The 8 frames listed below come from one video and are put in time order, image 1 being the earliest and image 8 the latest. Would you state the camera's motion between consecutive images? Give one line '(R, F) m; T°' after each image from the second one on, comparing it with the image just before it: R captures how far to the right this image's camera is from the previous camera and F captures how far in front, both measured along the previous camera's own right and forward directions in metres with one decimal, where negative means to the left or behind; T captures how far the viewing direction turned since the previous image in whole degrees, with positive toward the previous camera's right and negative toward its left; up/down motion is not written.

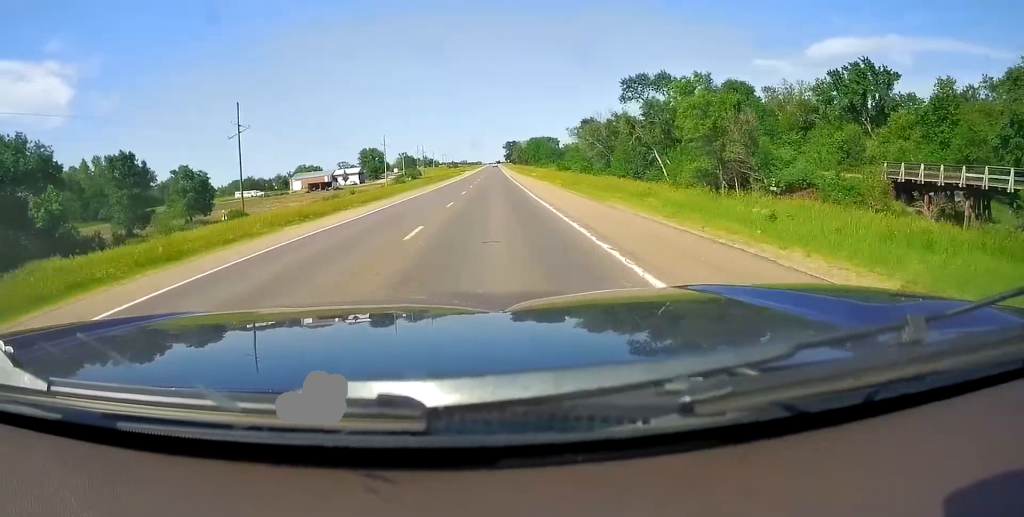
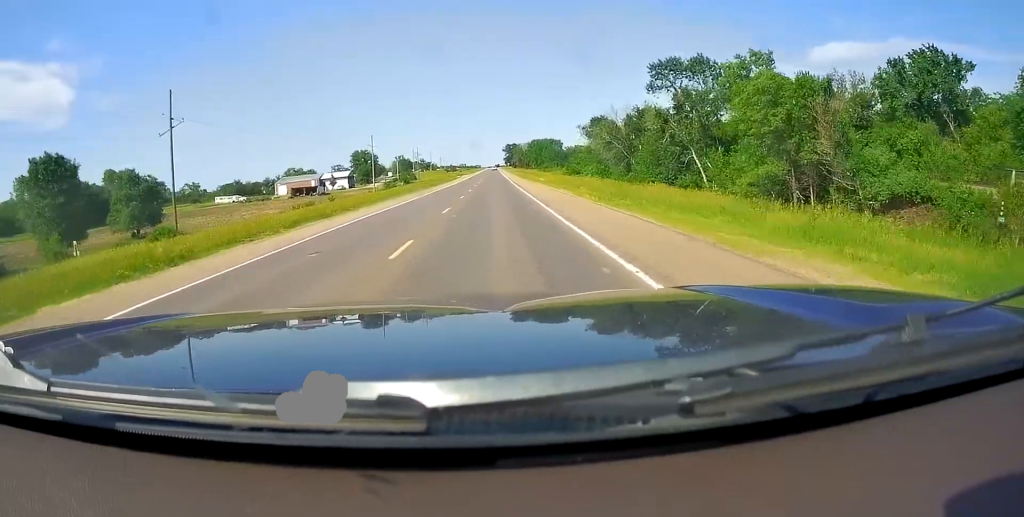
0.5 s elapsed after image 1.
(+0.6, +14.4) m; 0°
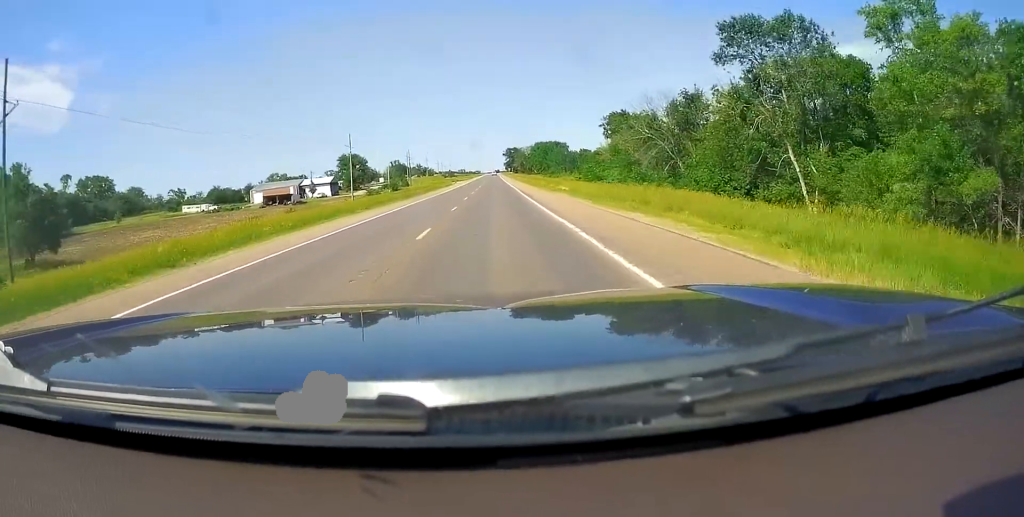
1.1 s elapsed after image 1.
(-0.2, +20.4) m; -1°
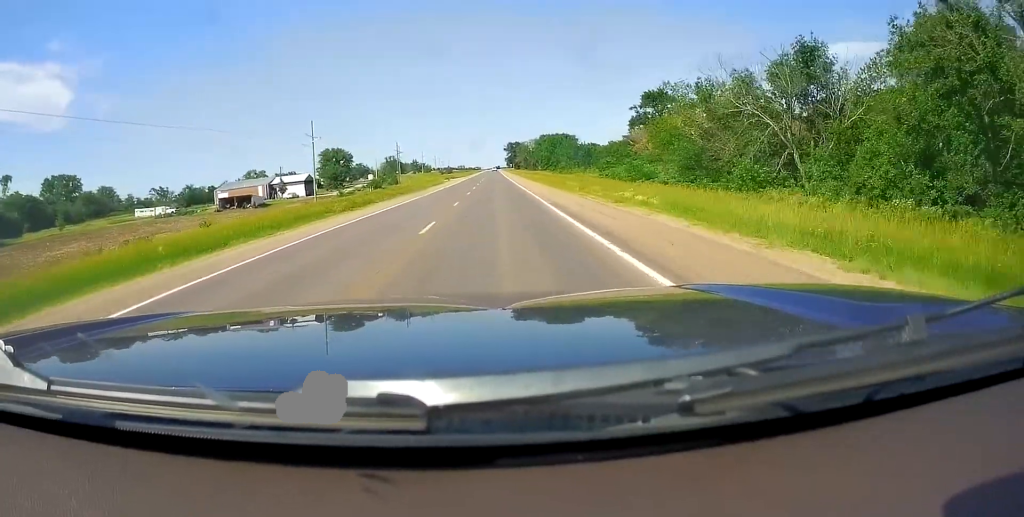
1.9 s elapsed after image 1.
(-0.8, +24.0) m; -1°
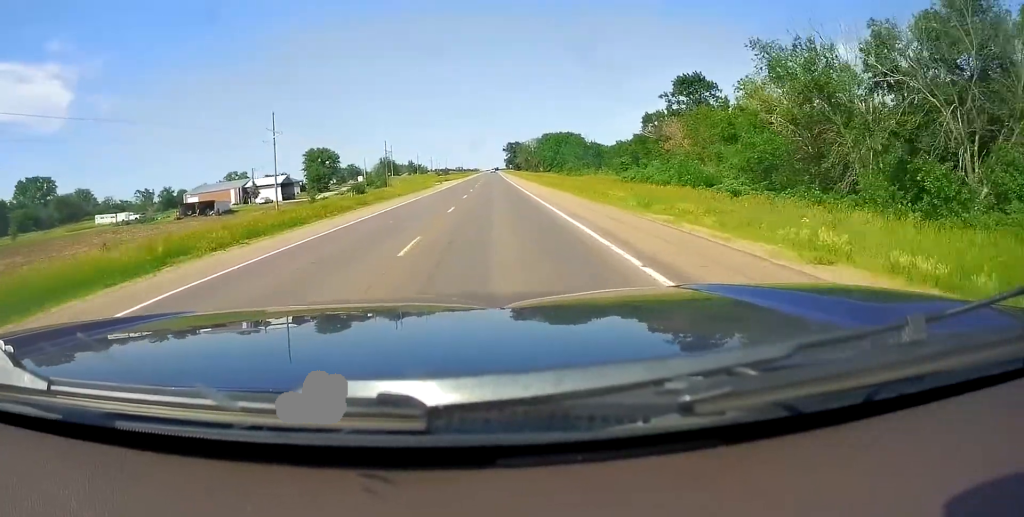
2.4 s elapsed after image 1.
(+0.5, +15.8) m; +1°
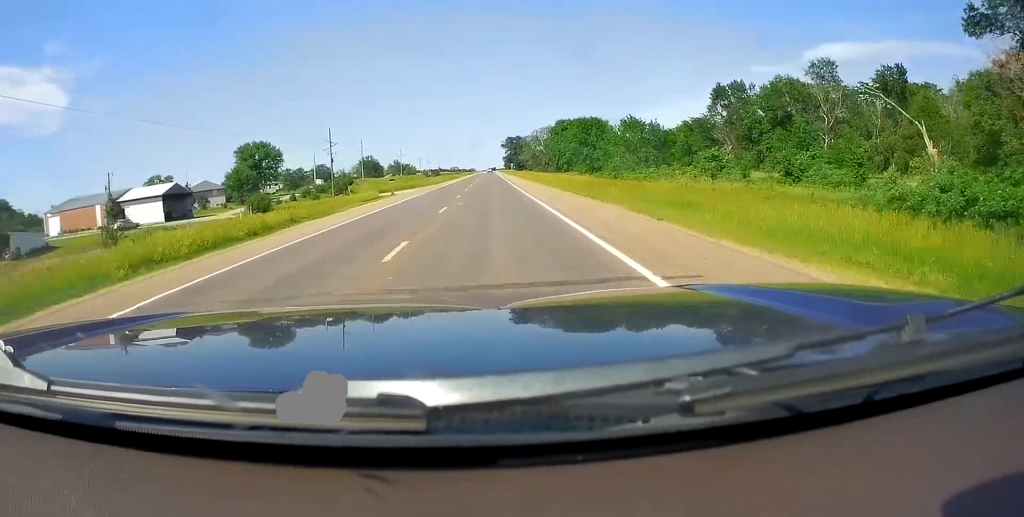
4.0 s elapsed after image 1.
(0.0, +49.5) m; 0°
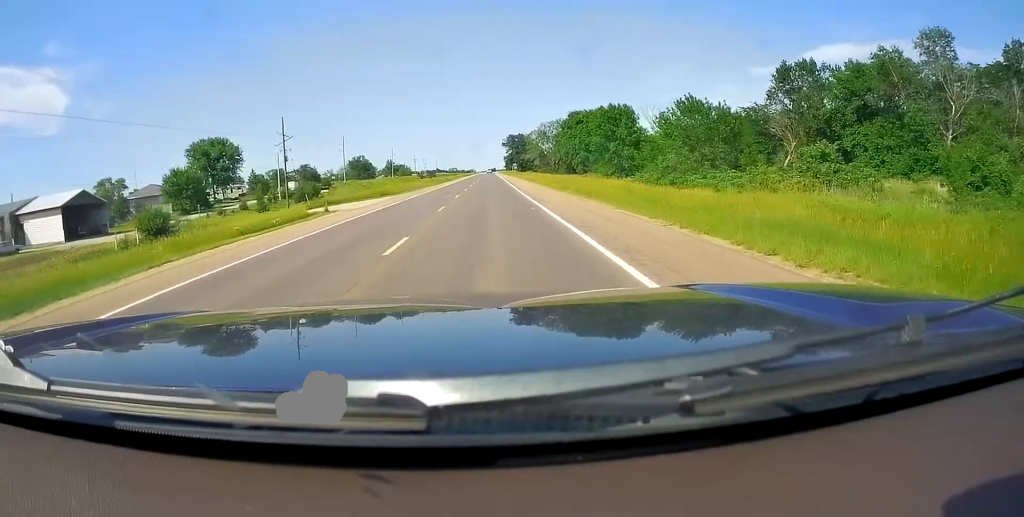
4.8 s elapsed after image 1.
(-0.1, +23.5) m; 0°
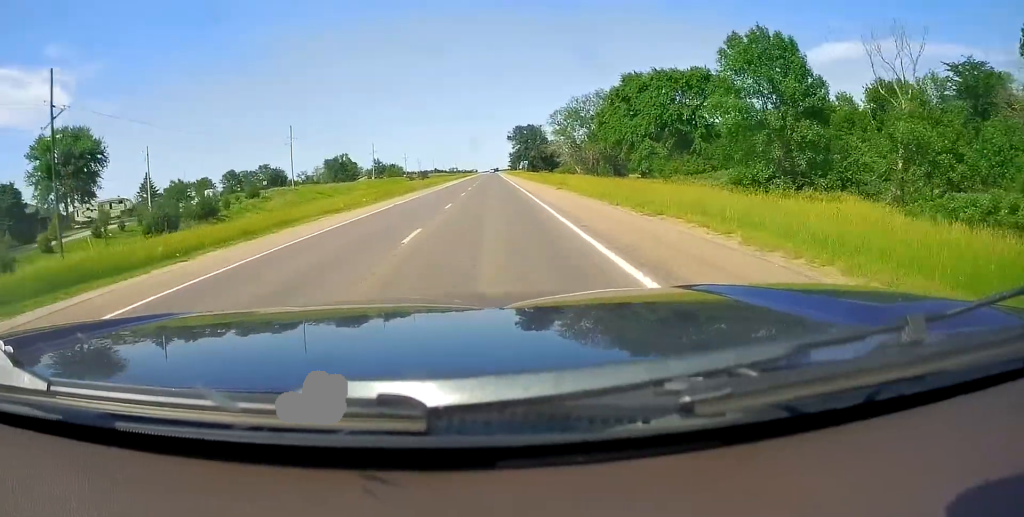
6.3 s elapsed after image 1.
(+0.5, +46.1) m; 0°
